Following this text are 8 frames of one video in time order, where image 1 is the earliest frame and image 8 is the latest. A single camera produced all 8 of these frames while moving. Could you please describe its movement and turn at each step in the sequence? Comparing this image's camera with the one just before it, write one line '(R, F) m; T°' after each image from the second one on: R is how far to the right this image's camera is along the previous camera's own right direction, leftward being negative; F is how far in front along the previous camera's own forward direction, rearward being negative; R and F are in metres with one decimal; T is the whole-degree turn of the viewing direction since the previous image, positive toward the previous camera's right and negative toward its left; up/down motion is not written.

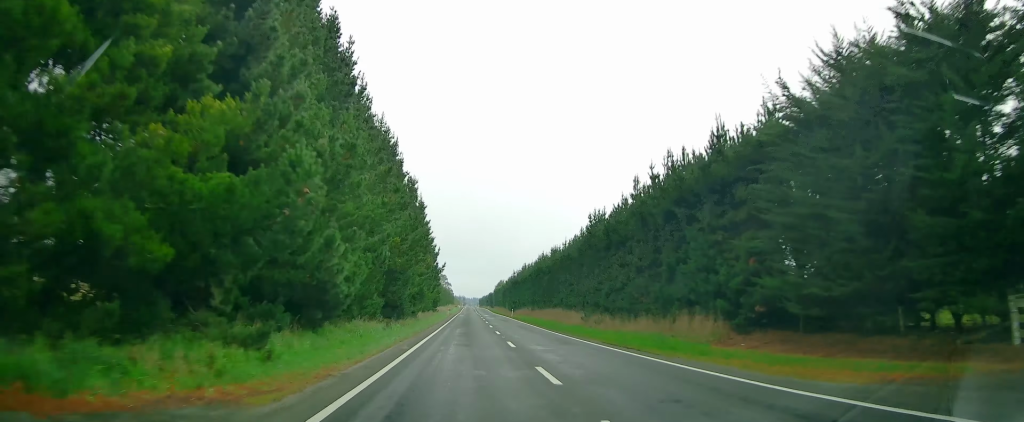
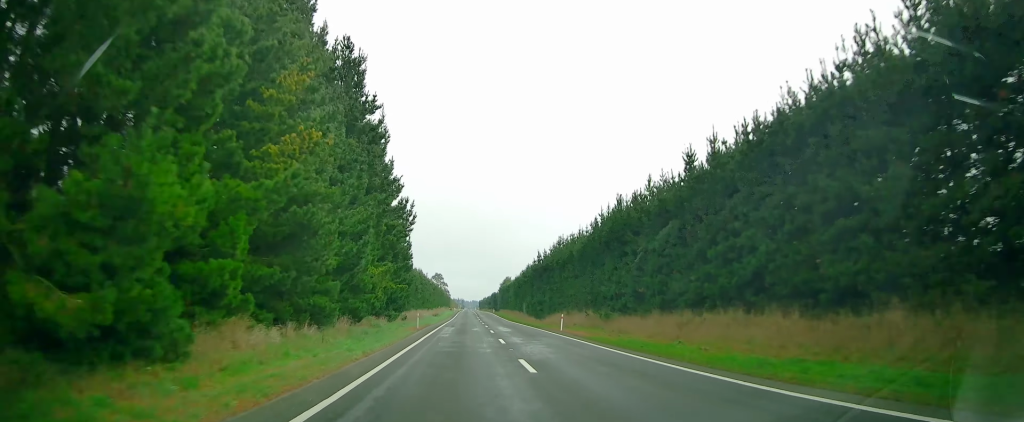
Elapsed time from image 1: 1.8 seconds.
(-0.1, +47.9) m; +1°
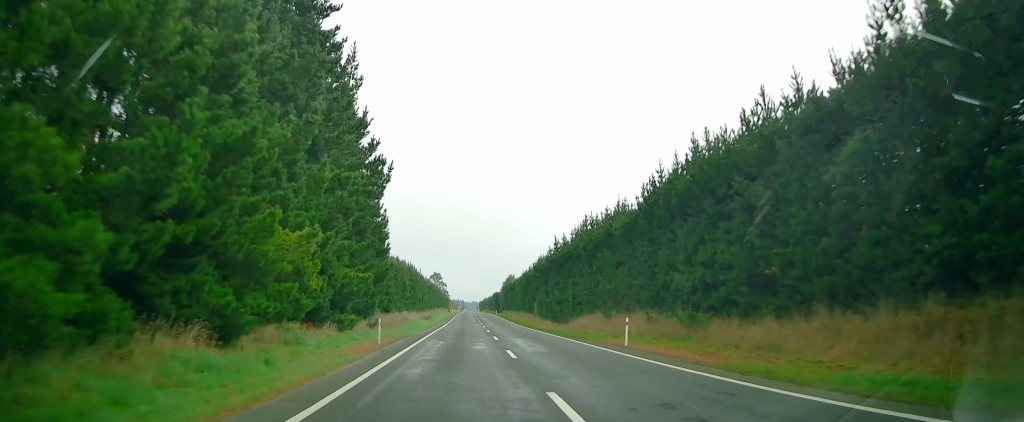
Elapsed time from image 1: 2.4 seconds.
(+0.1, +16.3) m; +1°
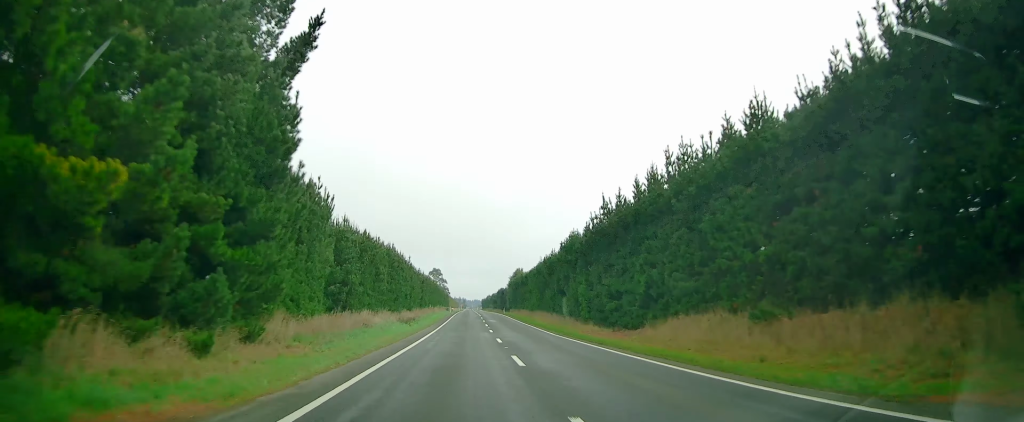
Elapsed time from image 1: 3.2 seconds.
(+0.4, +22.6) m; -1°
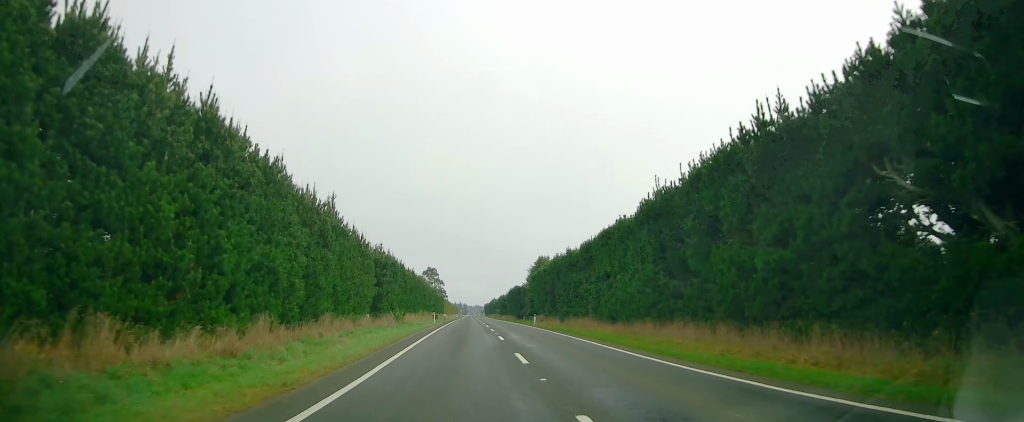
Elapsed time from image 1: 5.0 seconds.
(-0.8, +49.6) m; 0°
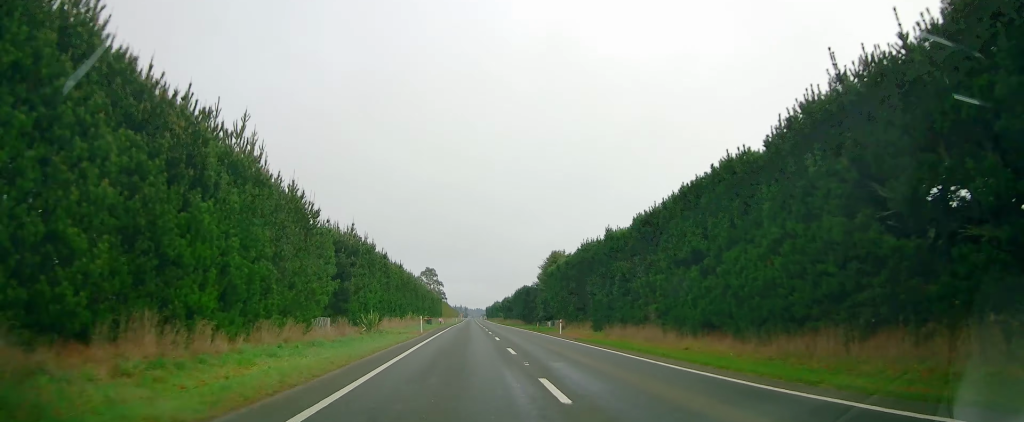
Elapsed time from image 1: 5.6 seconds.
(0.0, +16.2) m; 0°
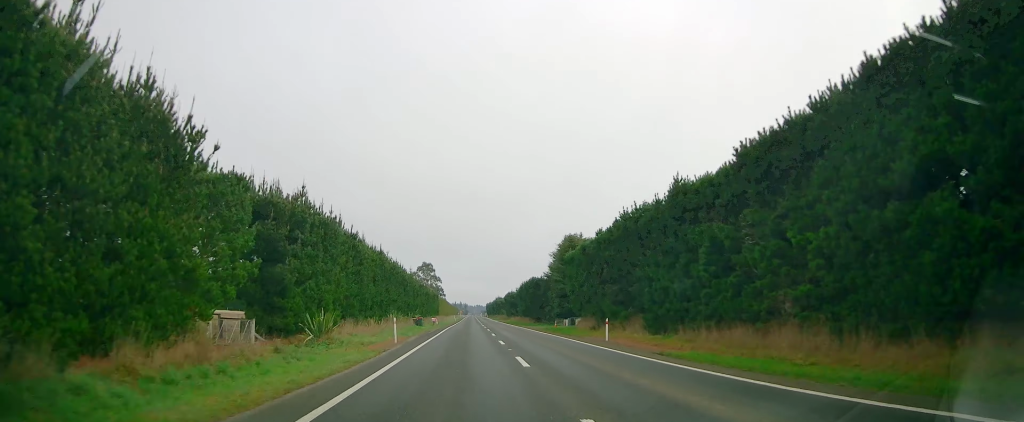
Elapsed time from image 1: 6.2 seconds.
(+0.1, +14.3) m; -1°
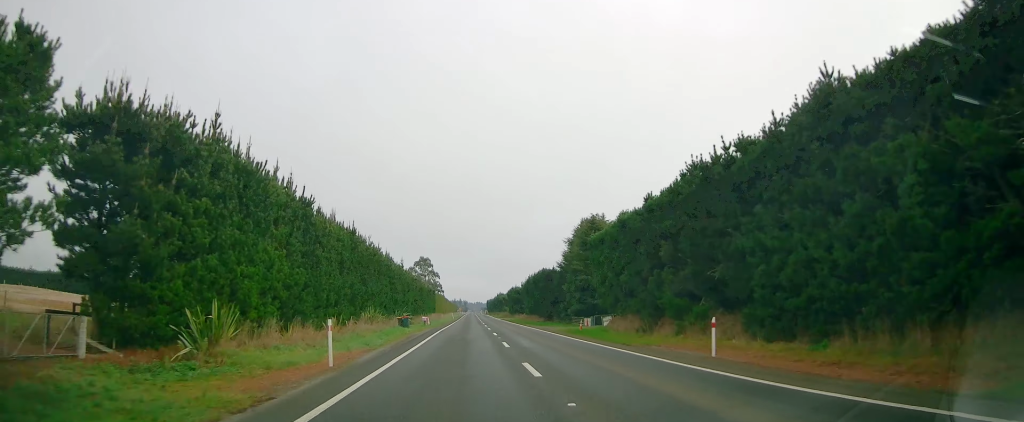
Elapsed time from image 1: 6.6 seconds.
(-0.2, +12.5) m; 0°
